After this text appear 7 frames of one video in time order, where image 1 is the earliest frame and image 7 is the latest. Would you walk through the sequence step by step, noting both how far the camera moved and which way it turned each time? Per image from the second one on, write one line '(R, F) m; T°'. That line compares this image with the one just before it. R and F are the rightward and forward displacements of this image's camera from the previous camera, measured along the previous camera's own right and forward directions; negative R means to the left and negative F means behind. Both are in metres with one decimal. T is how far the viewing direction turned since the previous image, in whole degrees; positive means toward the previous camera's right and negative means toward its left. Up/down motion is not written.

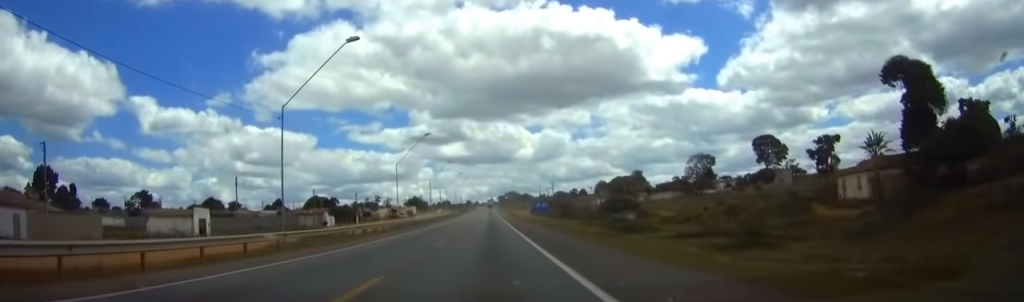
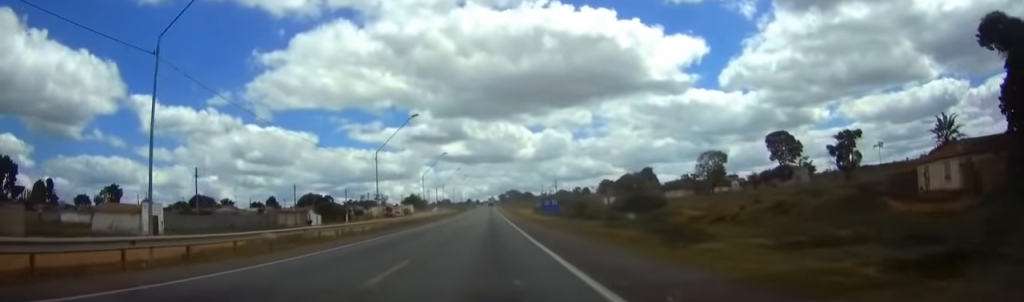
(-0.1, +13.2) m; 0°
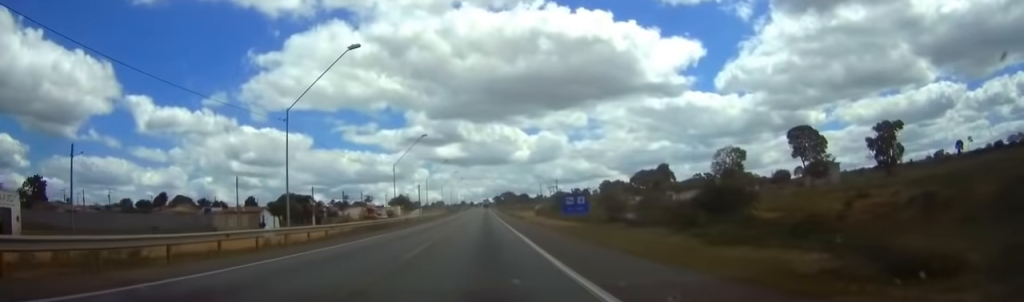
(0.0, +25.1) m; 0°
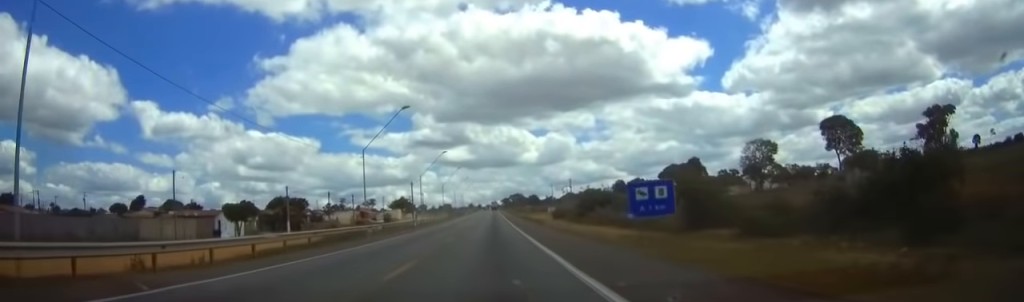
(0.0, +21.5) m; 0°
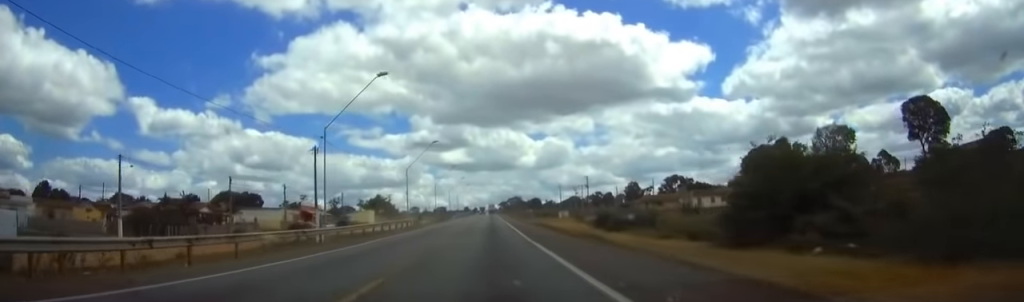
(-0.1, +51.8) m; 0°
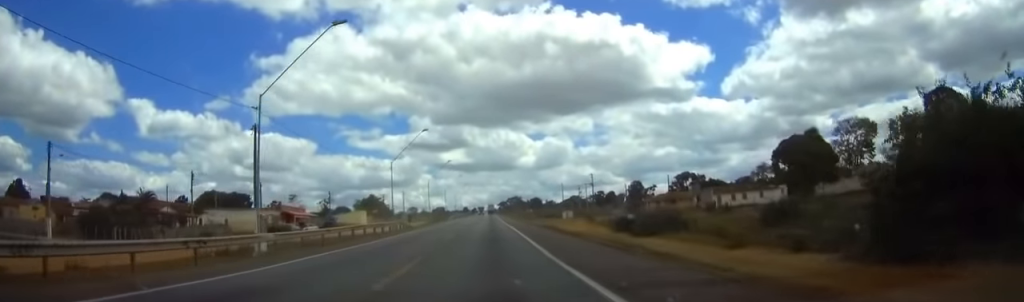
(+0.1, +11.5) m; 0°
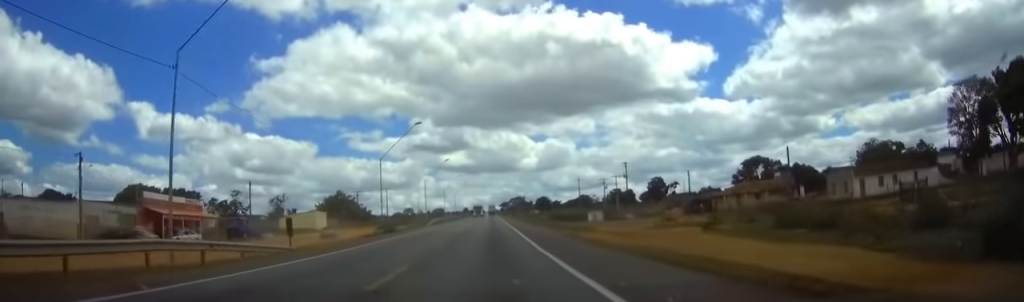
(-0.4, +47.4) m; 0°
